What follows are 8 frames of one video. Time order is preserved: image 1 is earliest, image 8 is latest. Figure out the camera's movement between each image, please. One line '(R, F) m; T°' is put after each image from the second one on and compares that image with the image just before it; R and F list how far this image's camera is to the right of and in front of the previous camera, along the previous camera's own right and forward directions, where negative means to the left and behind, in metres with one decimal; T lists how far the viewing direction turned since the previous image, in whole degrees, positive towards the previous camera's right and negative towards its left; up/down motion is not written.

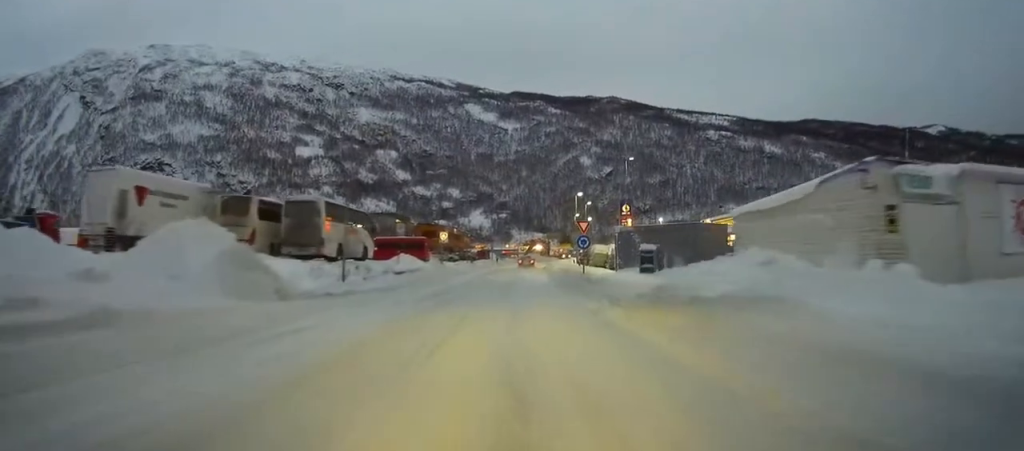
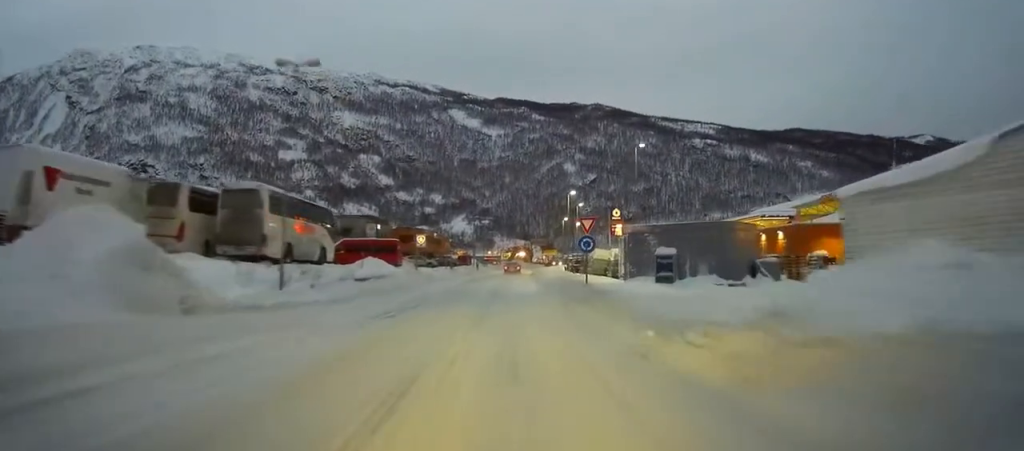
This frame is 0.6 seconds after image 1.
(+0.2, +6.7) m; +2°
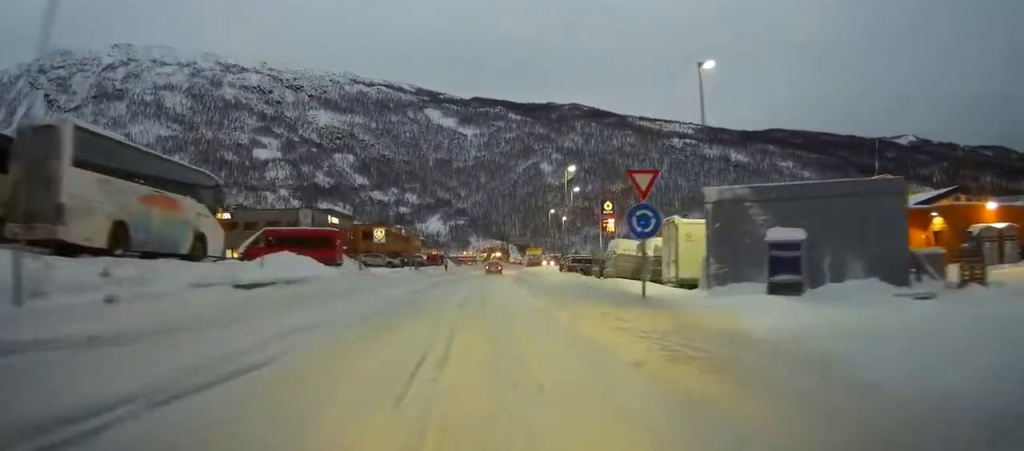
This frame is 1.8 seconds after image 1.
(+0.4, +13.6) m; +2°
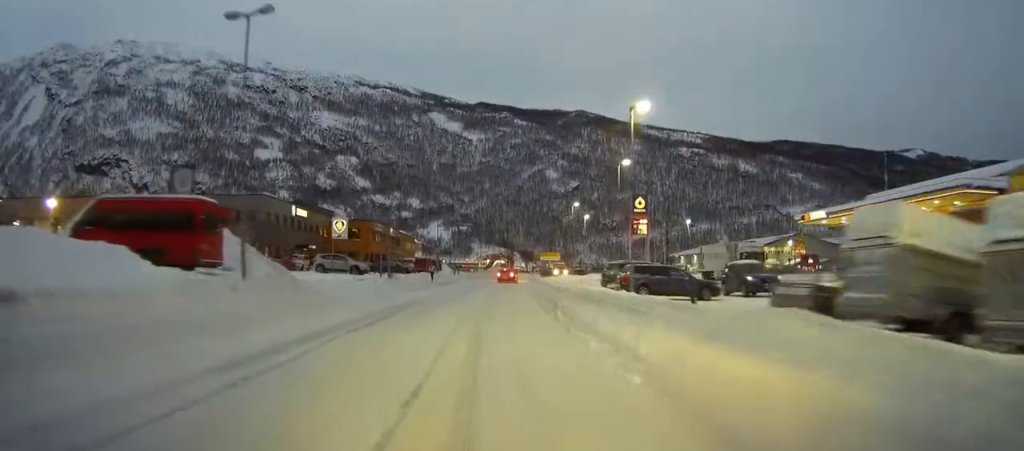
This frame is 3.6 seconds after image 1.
(+0.2, +18.3) m; +1°
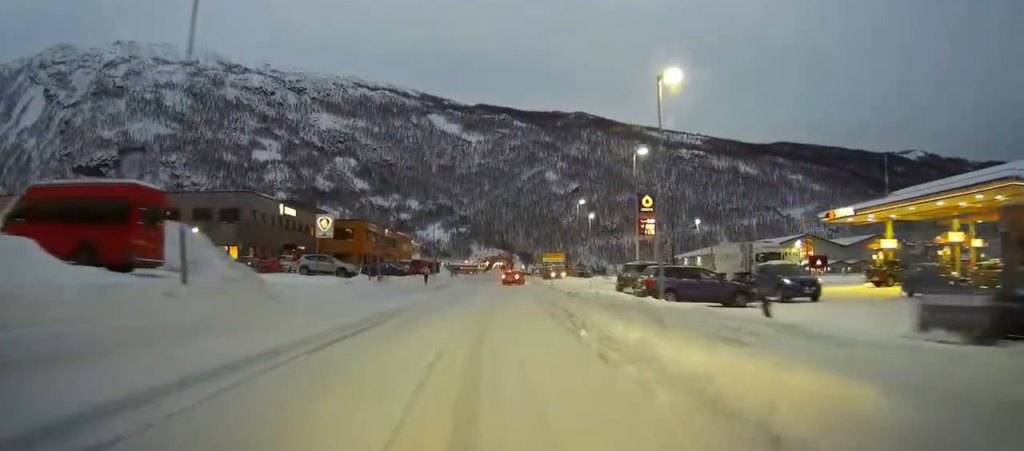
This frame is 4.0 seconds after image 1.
(0.0, +4.1) m; 0°
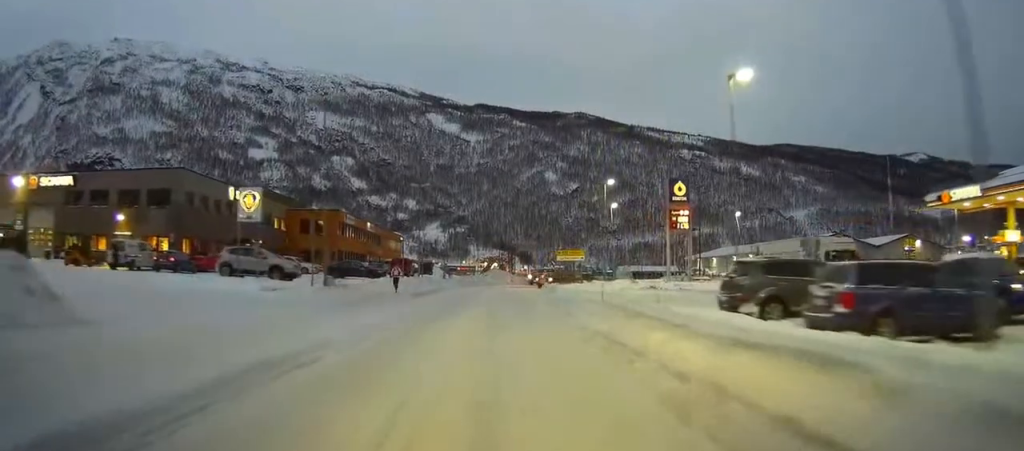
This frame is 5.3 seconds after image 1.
(-0.1, +13.2) m; 0°
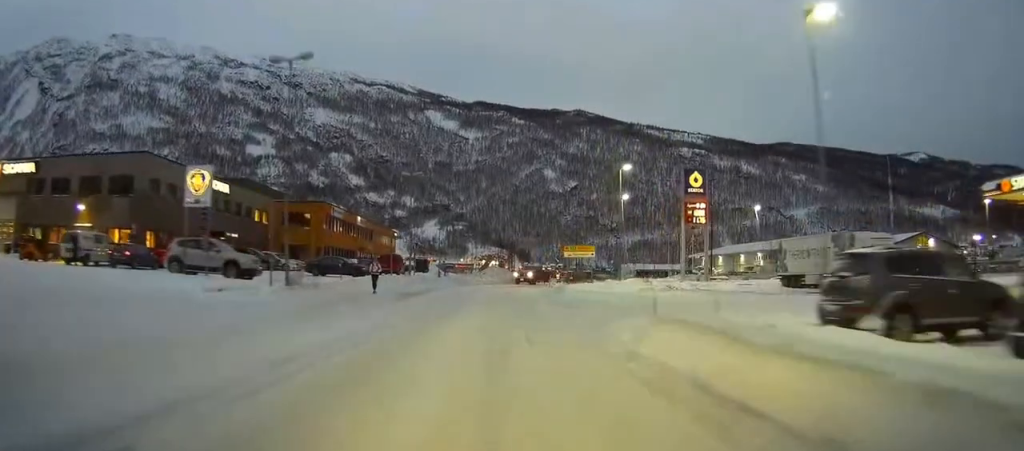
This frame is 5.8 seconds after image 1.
(0.0, +5.1) m; 0°
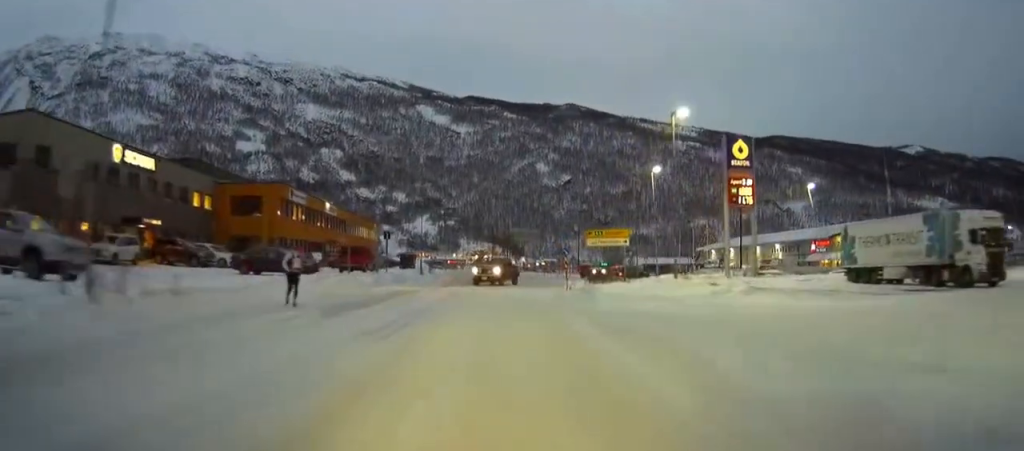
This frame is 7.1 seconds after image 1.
(+0.1, +11.6) m; +2°
